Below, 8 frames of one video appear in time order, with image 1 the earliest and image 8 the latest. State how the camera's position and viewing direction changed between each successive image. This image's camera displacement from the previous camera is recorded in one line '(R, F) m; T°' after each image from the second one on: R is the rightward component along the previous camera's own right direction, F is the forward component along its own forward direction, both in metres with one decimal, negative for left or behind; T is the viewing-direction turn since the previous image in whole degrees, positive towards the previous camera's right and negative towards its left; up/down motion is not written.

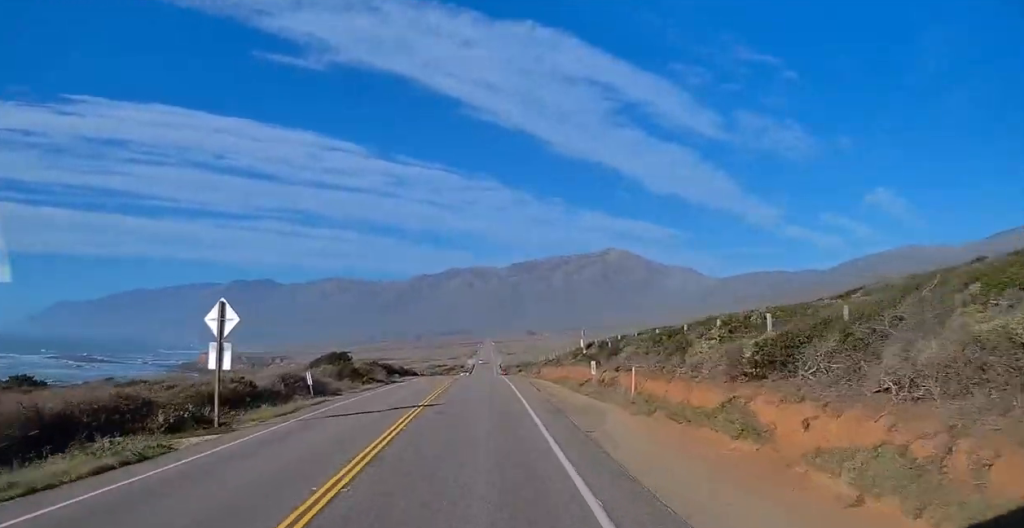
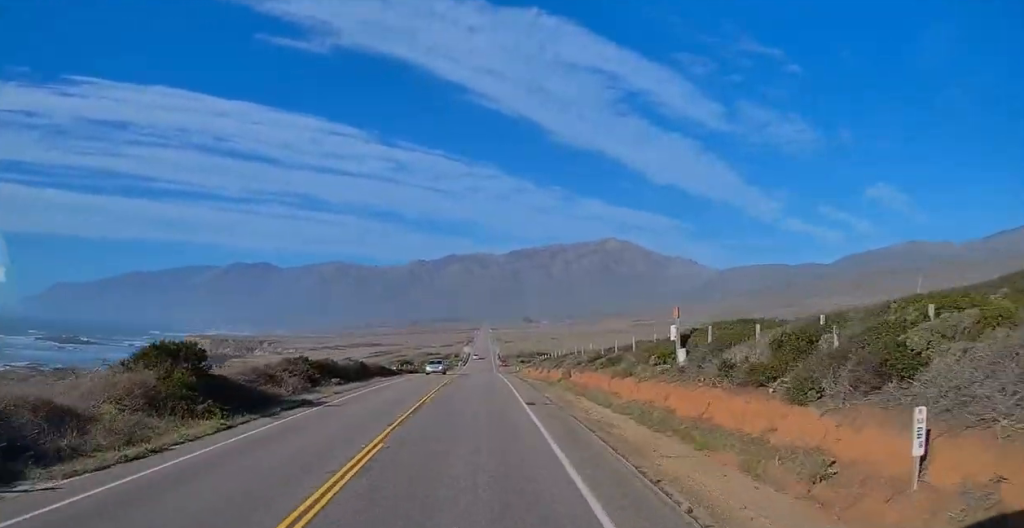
(+0.1, +26.1) m; -1°
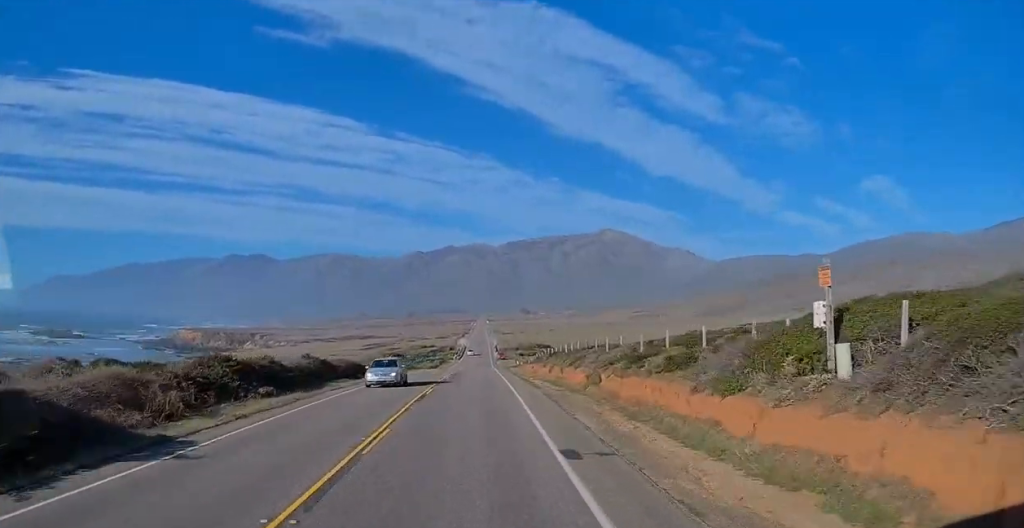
(0.0, +12.6) m; -1°
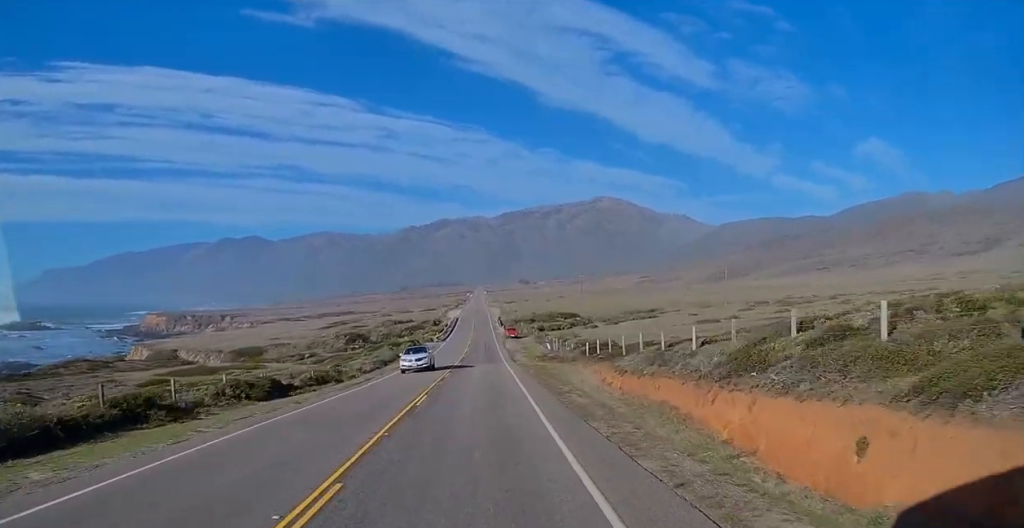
(+0.2, +63.7) m; +1°
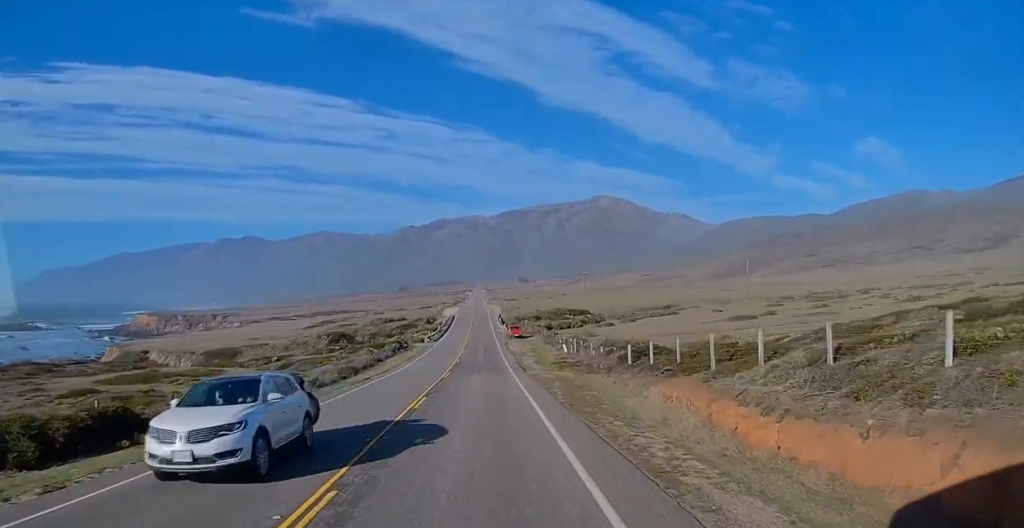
(-0.1, +15.6) m; 0°
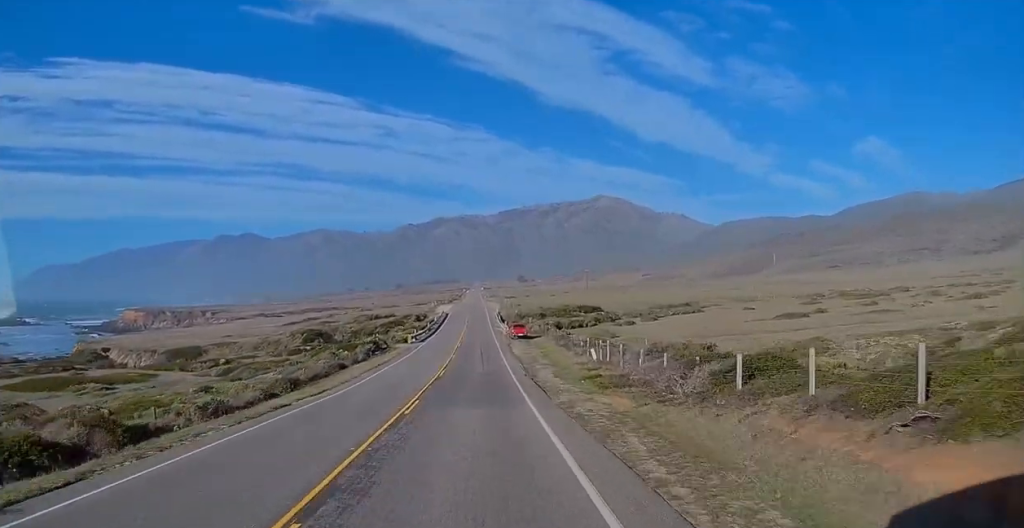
(+0.3, +16.6) m; +1°
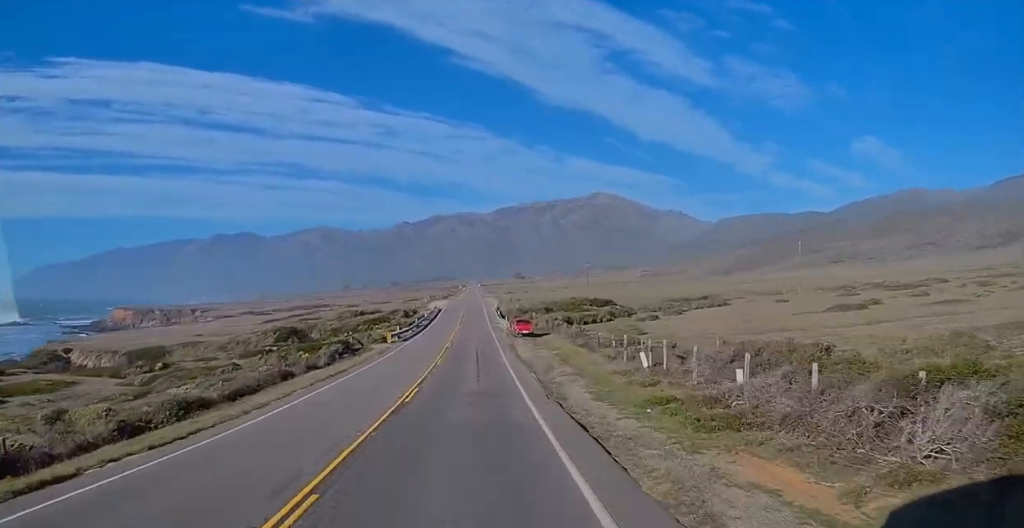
(+0.1, +14.4) m; 0°
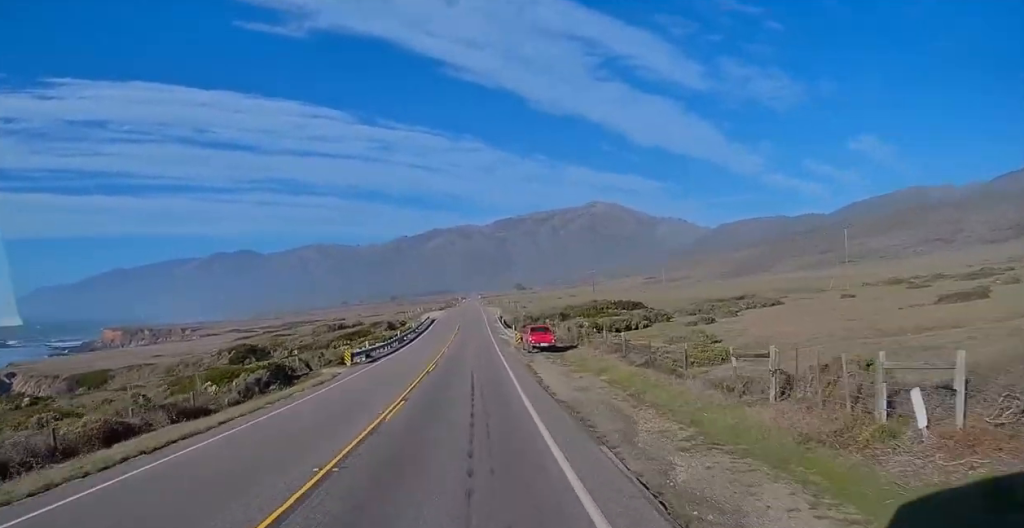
(+0.1, +17.9) m; -1°
